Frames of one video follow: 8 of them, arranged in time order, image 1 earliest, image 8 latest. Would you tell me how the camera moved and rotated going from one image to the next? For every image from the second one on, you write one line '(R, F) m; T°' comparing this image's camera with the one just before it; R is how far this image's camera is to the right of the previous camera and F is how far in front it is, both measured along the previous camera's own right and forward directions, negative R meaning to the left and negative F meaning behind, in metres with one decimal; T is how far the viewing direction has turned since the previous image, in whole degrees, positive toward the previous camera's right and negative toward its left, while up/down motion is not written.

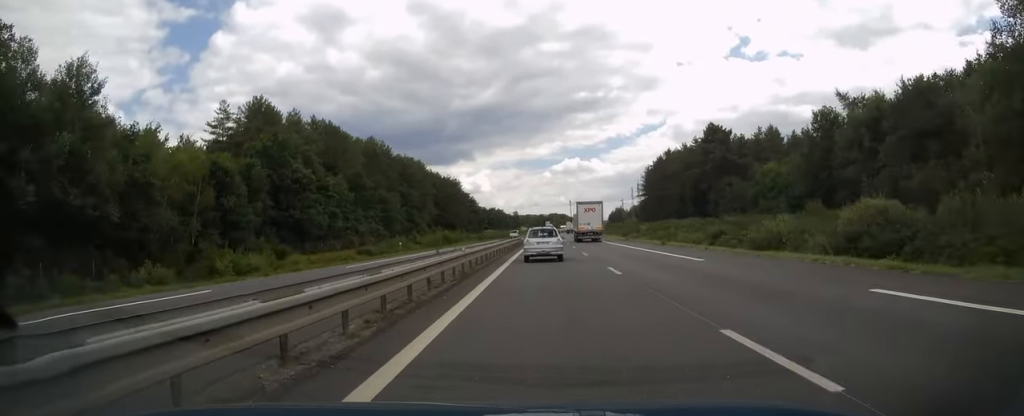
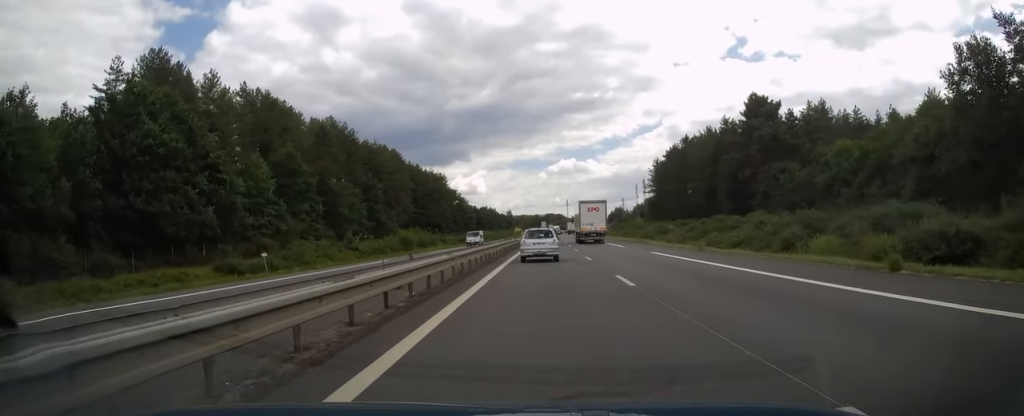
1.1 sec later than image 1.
(+0.1, +29.4) m; 0°
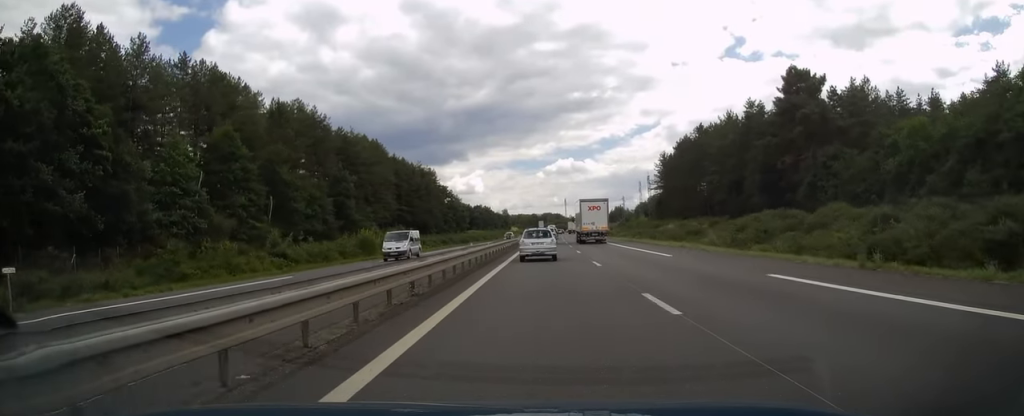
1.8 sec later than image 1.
(+0.1, +17.7) m; 0°
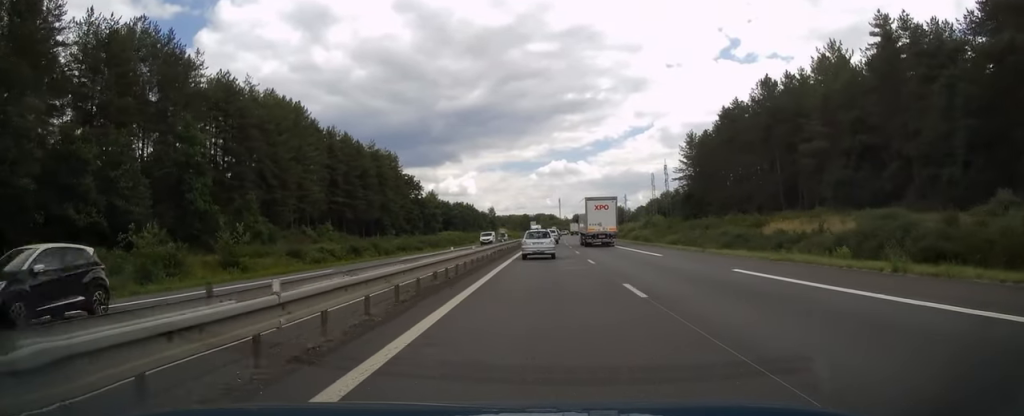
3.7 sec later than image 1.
(+0.2, +49.1) m; +1°
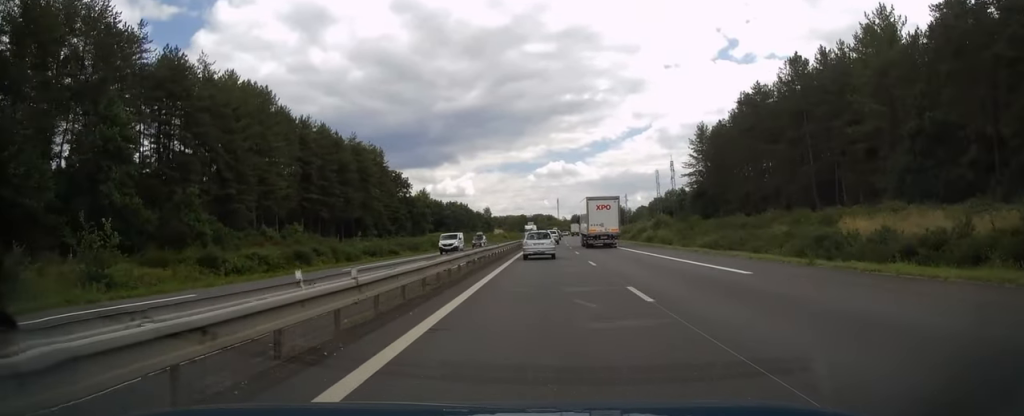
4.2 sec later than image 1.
(0.0, +13.3) m; 0°
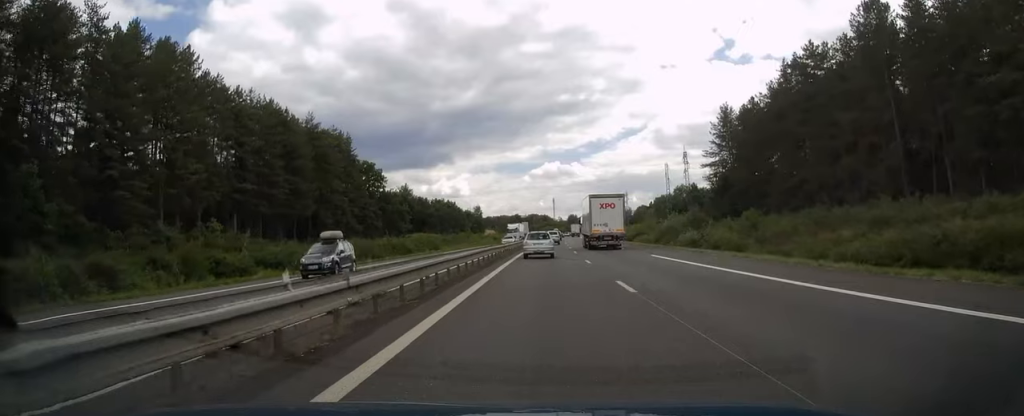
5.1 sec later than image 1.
(+0.1, +23.3) m; 0°
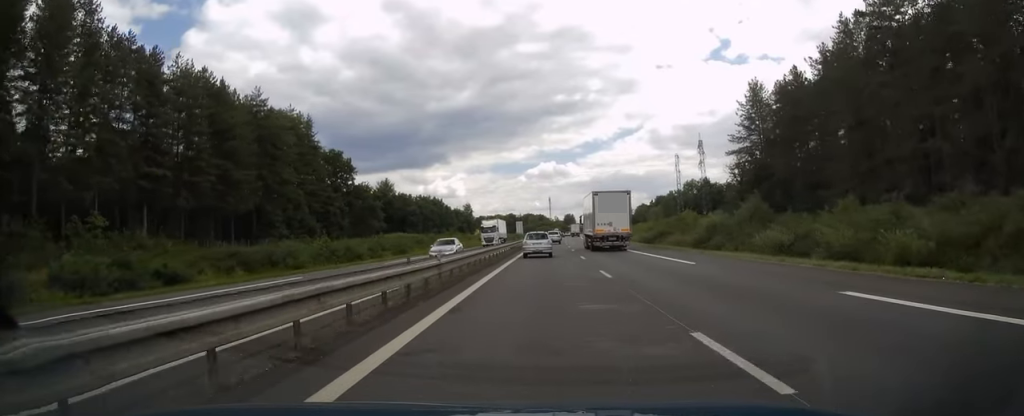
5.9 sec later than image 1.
(0.0, +20.7) m; 0°
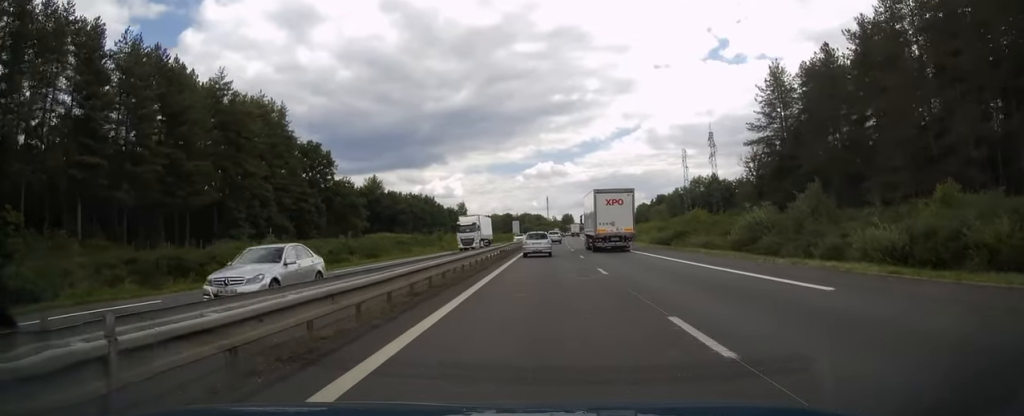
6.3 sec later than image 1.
(0.0, +11.3) m; 0°
